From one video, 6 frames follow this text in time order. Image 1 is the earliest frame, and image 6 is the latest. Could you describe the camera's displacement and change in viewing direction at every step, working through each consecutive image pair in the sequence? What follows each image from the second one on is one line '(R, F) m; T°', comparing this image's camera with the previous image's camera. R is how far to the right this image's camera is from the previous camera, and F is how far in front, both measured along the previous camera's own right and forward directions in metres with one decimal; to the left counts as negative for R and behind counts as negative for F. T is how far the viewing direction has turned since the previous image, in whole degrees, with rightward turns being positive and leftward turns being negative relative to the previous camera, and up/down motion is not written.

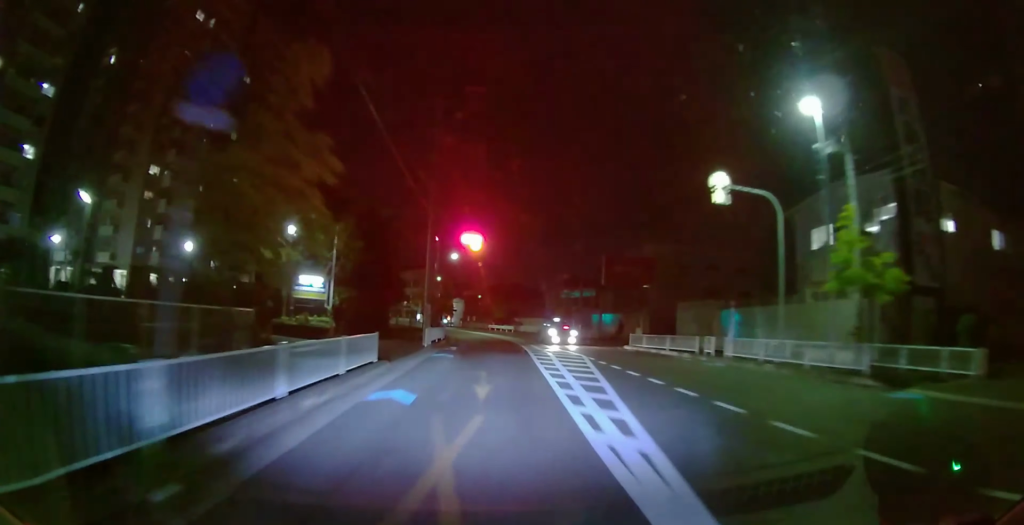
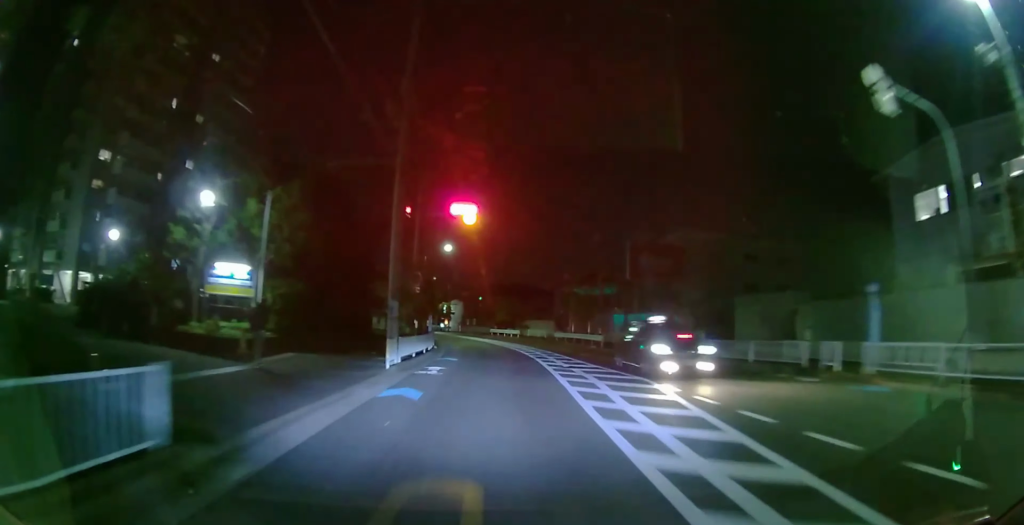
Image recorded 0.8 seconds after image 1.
(0.0, +8.7) m; 0°
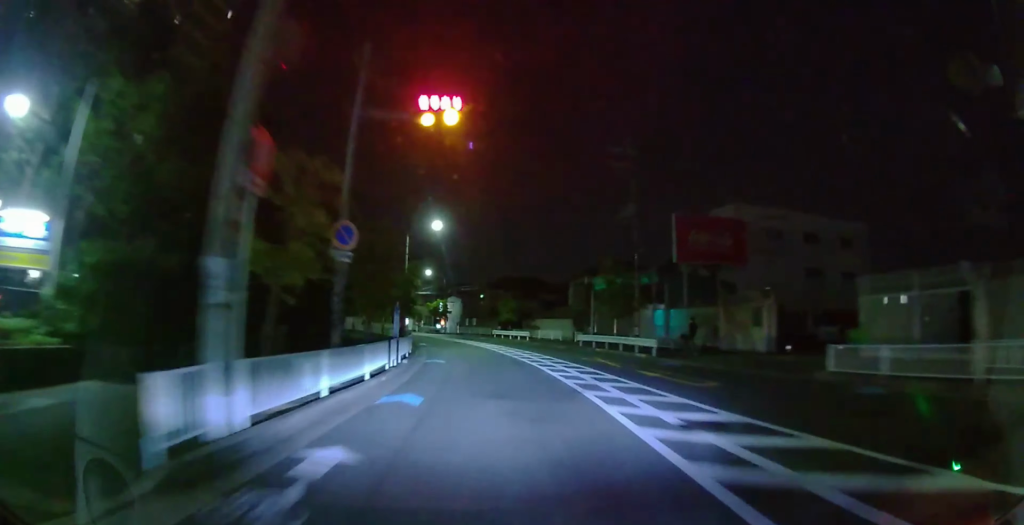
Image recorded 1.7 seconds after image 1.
(0.0, +10.1) m; 0°
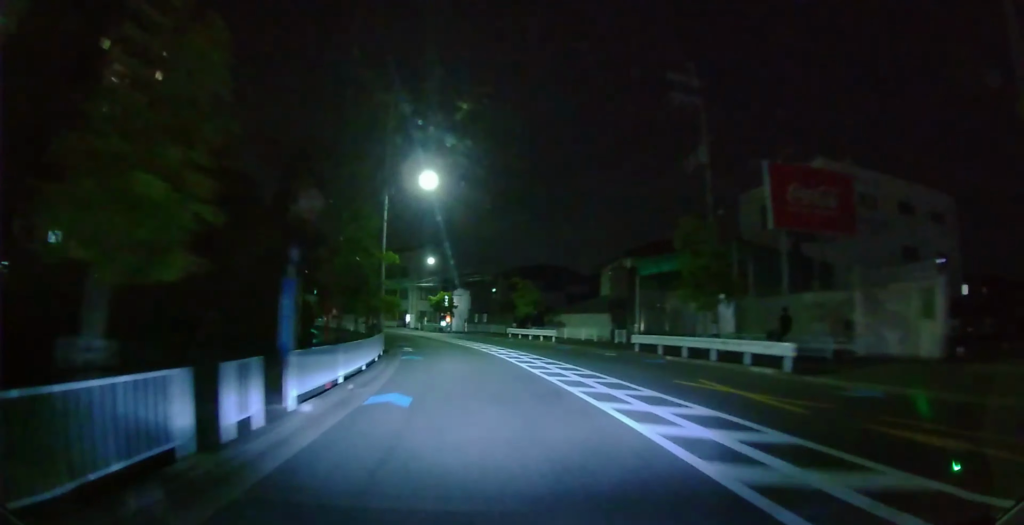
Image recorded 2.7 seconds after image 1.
(0.0, +10.6) m; -2°
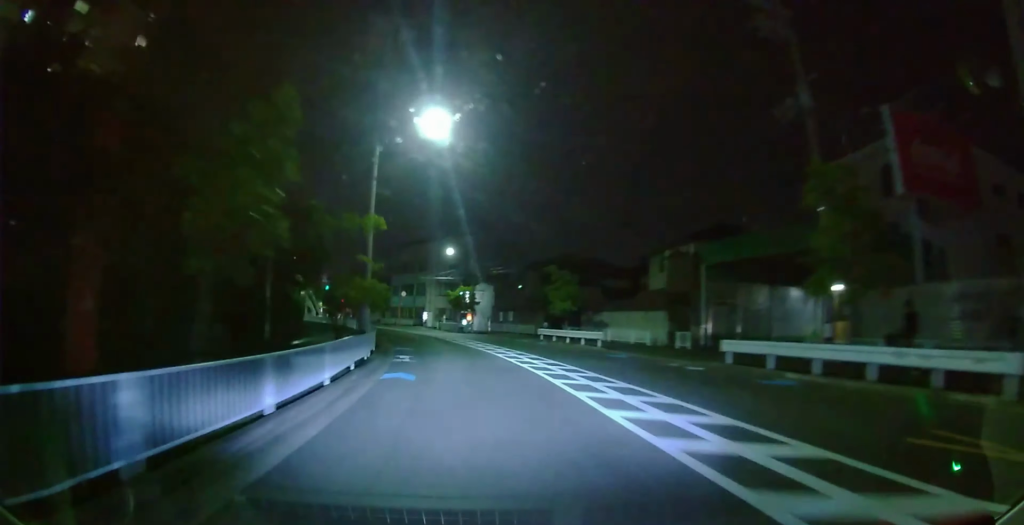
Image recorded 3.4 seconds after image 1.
(0.0, +7.4) m; -3°
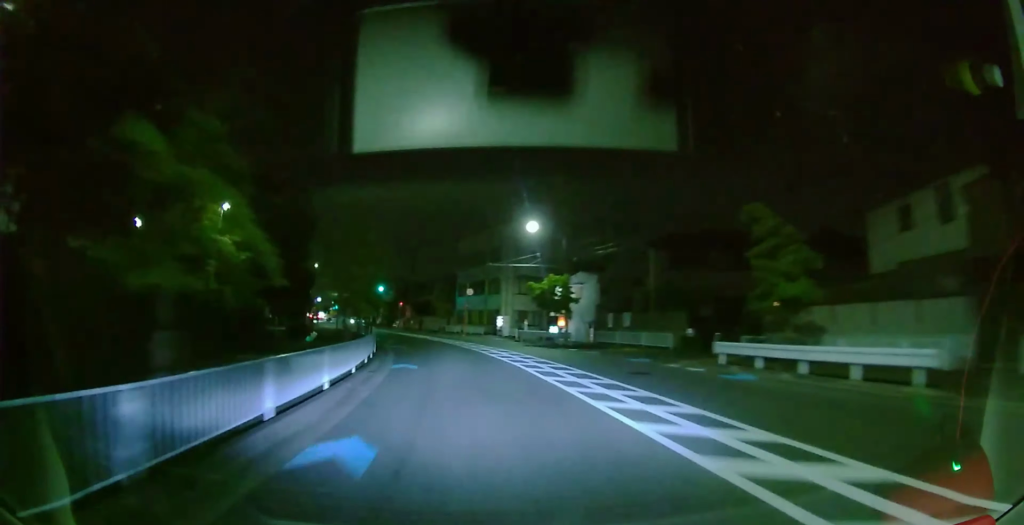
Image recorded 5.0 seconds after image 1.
(-1.0, +17.4) m; -4°
